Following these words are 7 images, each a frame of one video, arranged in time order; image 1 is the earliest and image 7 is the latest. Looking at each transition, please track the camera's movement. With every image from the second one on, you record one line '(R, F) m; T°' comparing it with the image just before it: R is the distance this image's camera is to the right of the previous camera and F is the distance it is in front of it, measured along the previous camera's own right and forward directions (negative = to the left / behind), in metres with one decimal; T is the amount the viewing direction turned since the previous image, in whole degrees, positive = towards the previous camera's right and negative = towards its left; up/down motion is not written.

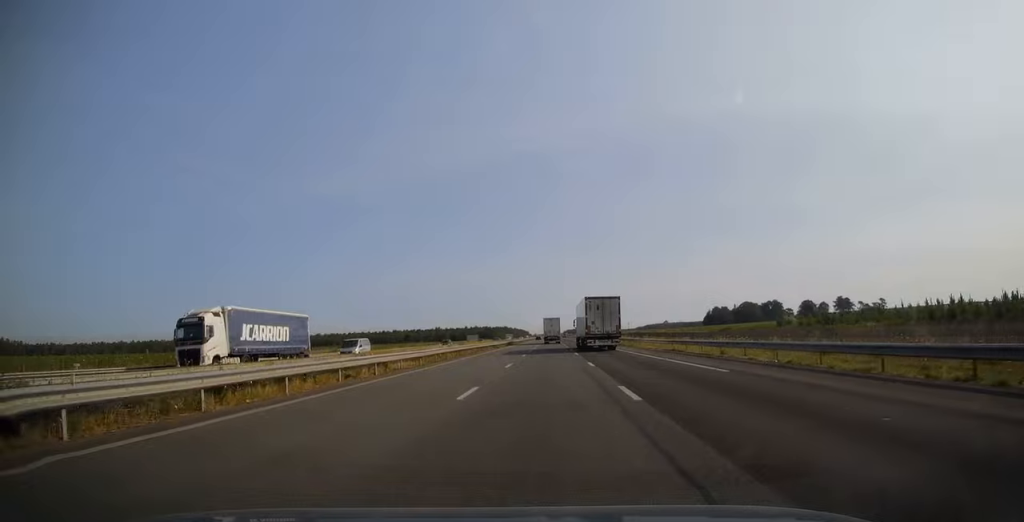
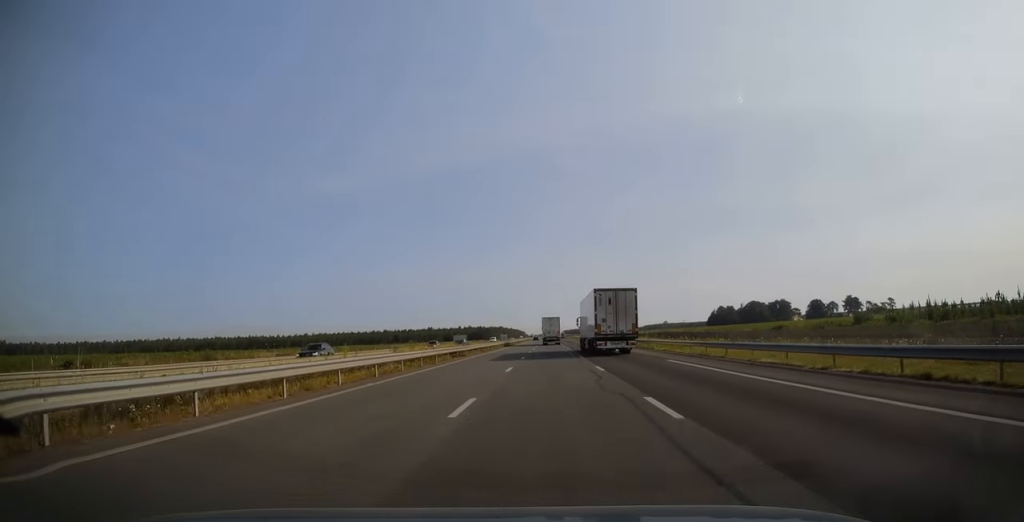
(+0.1, +28.4) m; 0°
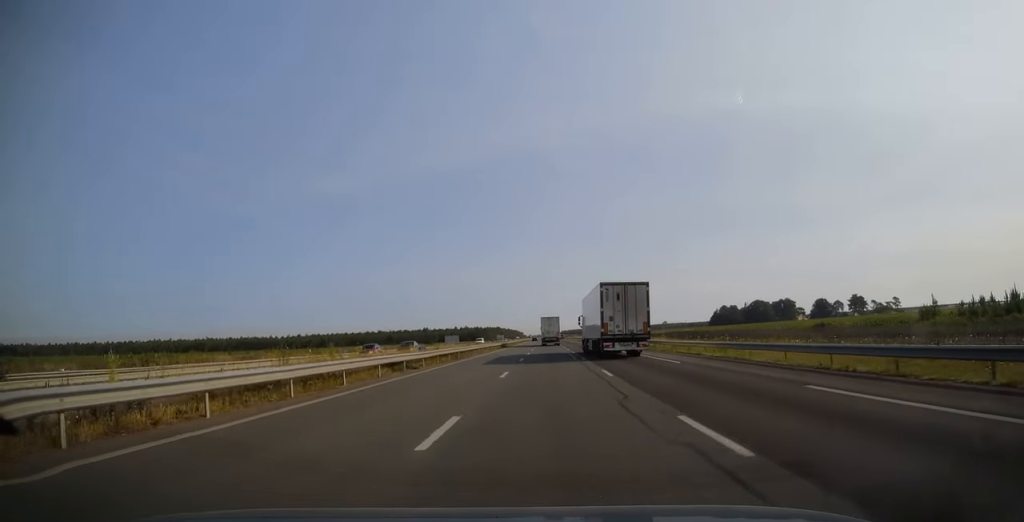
(0.0, +15.7) m; 0°
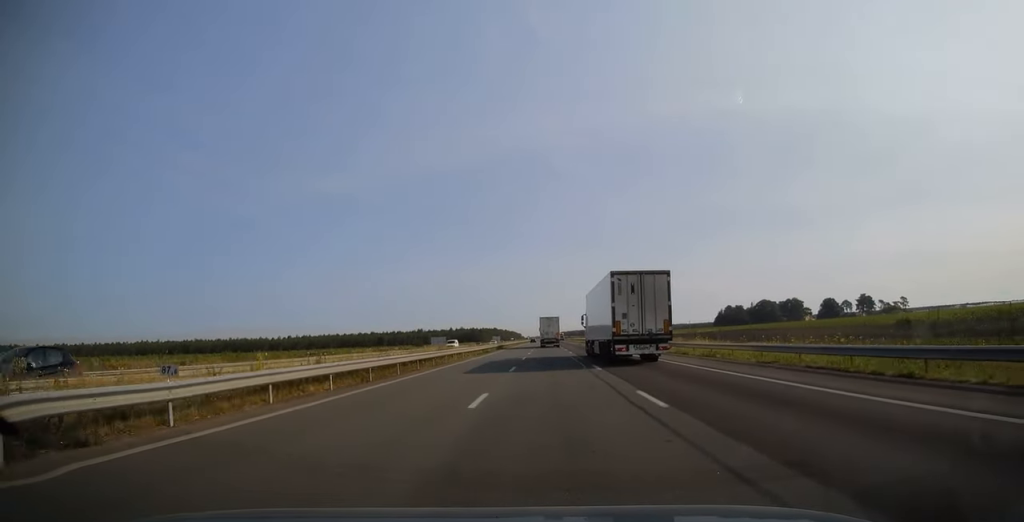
(+0.1, +21.2) m; 0°
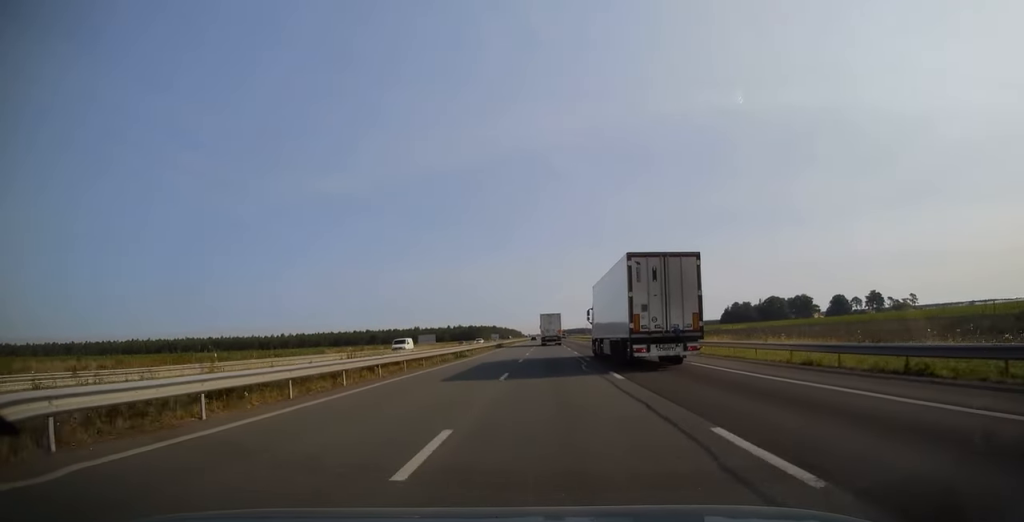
(0.0, +19.0) m; 0°
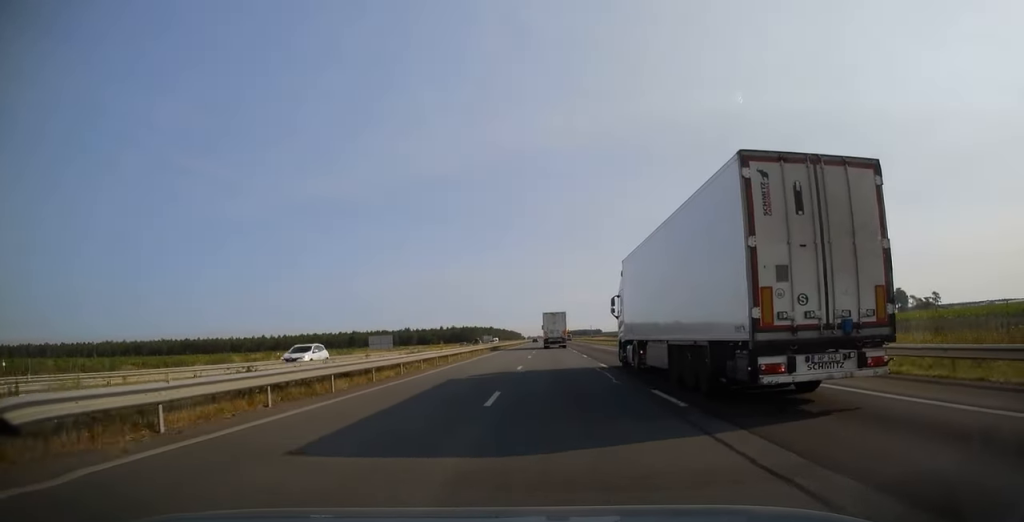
(-0.2, +45.8) m; 0°
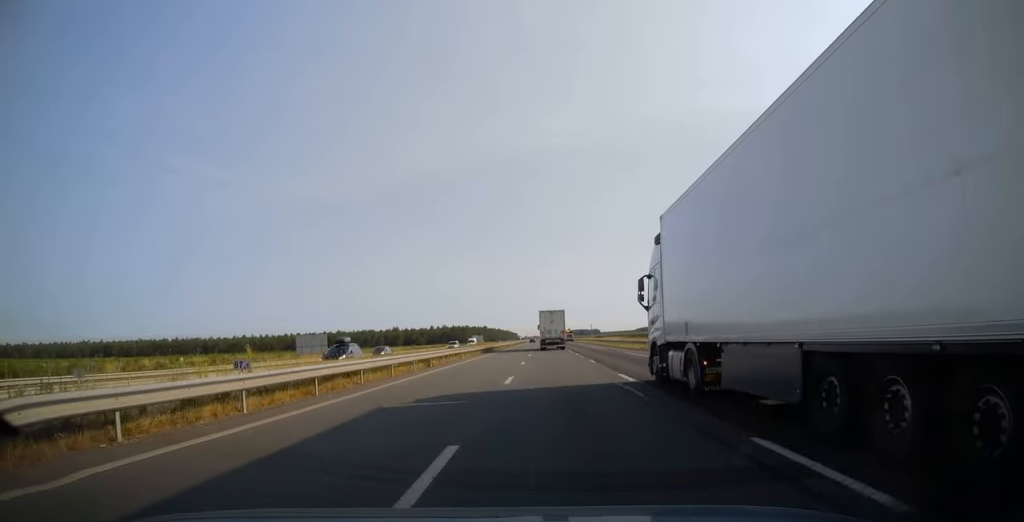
(0.0, +33.2) m; 0°
